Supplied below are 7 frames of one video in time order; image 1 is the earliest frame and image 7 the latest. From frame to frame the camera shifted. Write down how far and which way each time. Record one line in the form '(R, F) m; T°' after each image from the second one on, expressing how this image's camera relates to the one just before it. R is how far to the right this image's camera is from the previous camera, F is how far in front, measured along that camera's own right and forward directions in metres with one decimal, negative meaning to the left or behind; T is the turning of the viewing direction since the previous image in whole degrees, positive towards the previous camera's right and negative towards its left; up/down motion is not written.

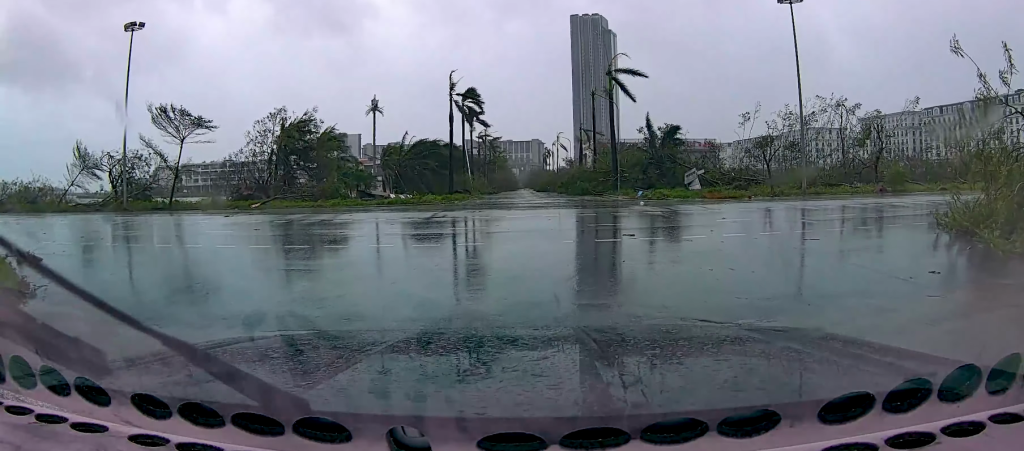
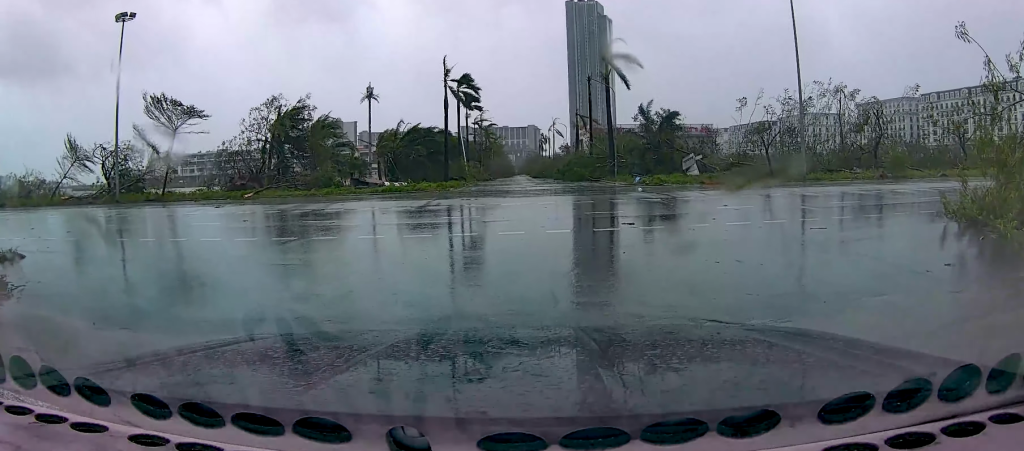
(0.0, +0.6) m; 0°
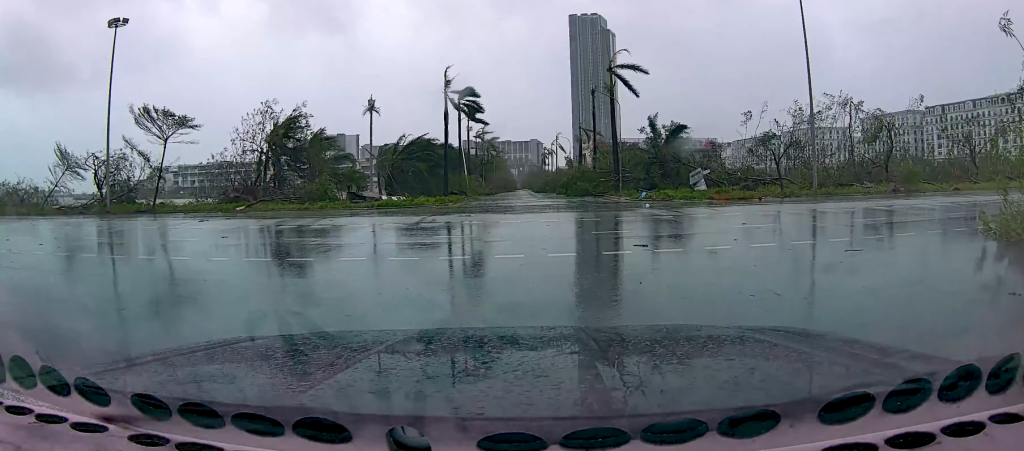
(0.0, +1.4) m; 0°
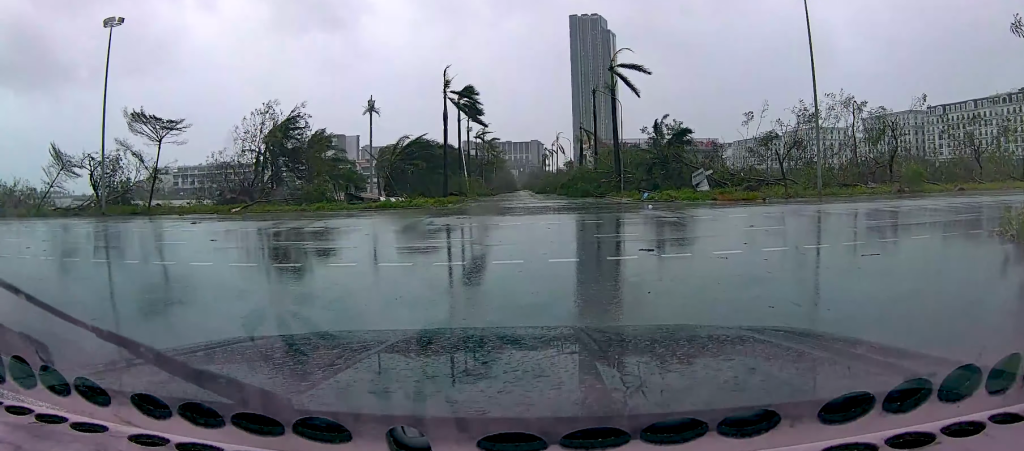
(0.0, +0.6) m; 0°
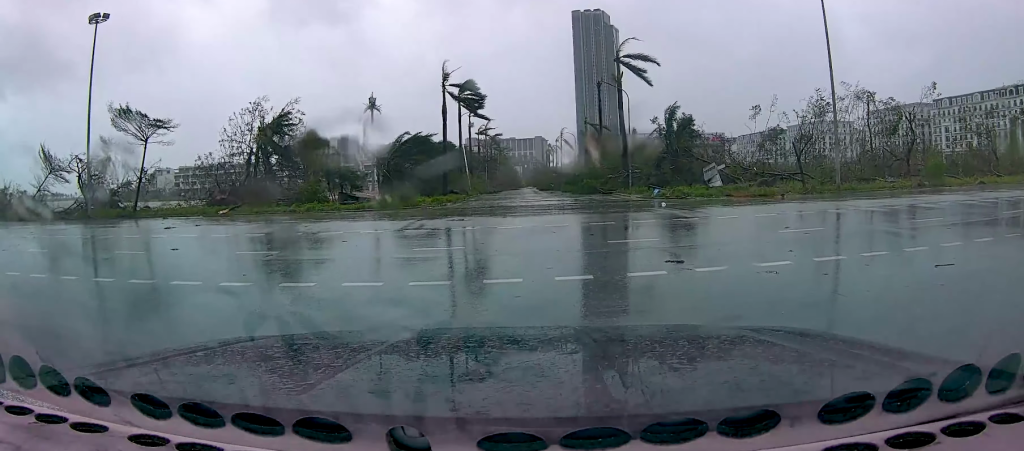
(0.0, +2.3) m; 0°
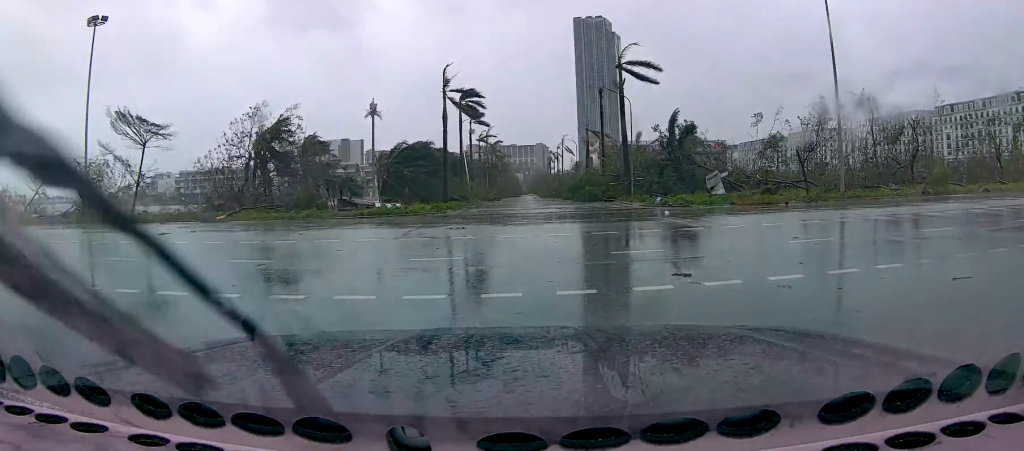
(0.0, +0.5) m; 0°
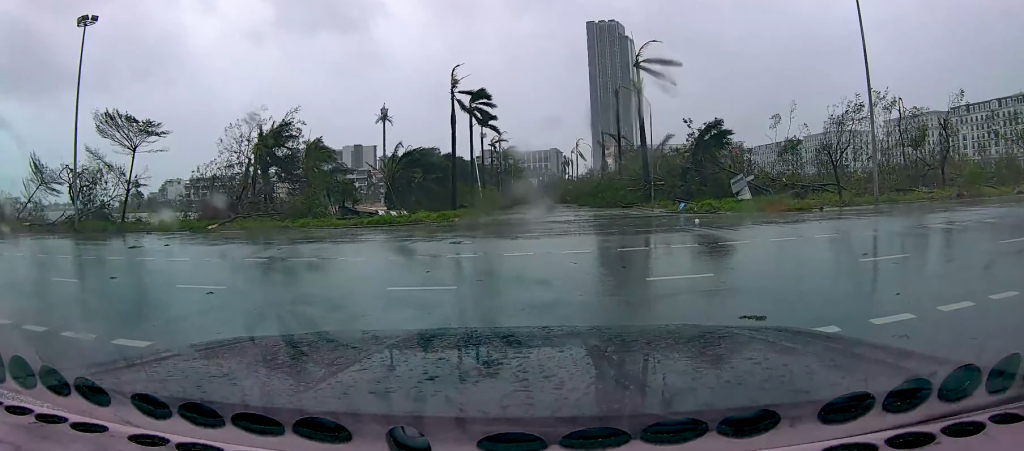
(0.0, +2.9) m; +1°
